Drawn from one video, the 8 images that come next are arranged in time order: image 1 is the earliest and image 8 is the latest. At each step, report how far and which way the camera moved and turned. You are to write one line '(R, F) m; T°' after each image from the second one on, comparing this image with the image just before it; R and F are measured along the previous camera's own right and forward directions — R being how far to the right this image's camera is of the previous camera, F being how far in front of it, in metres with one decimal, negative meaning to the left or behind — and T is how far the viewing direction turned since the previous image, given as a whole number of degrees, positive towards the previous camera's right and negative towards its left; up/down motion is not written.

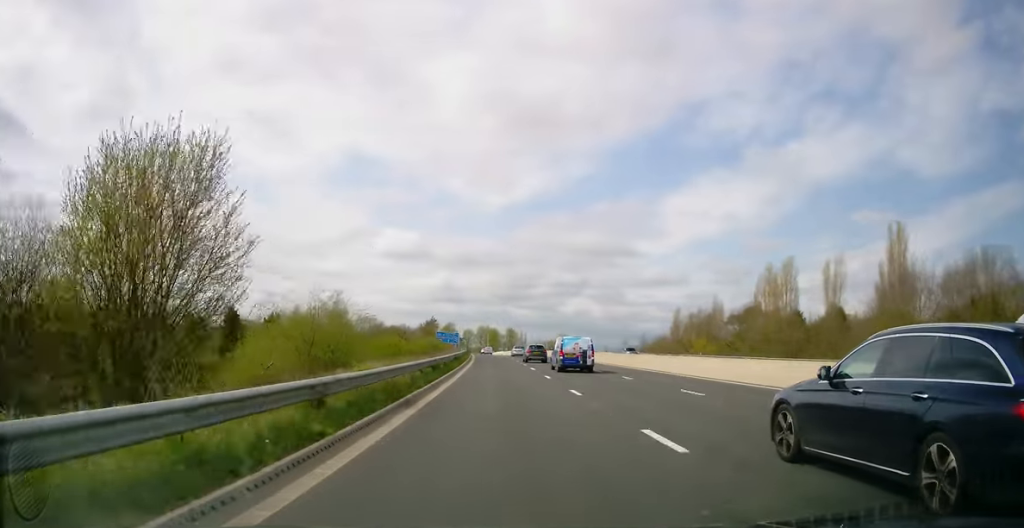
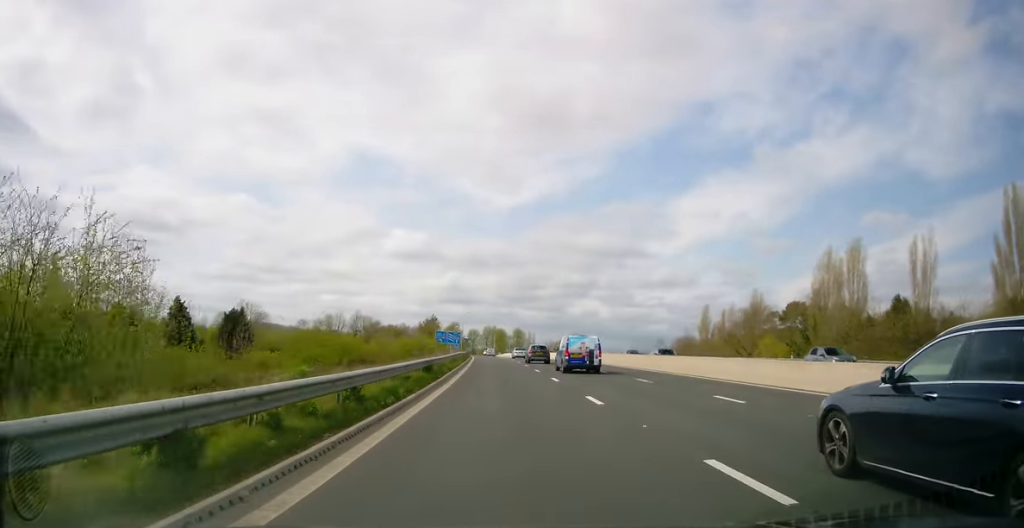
(0.0, +22.1) m; 0°
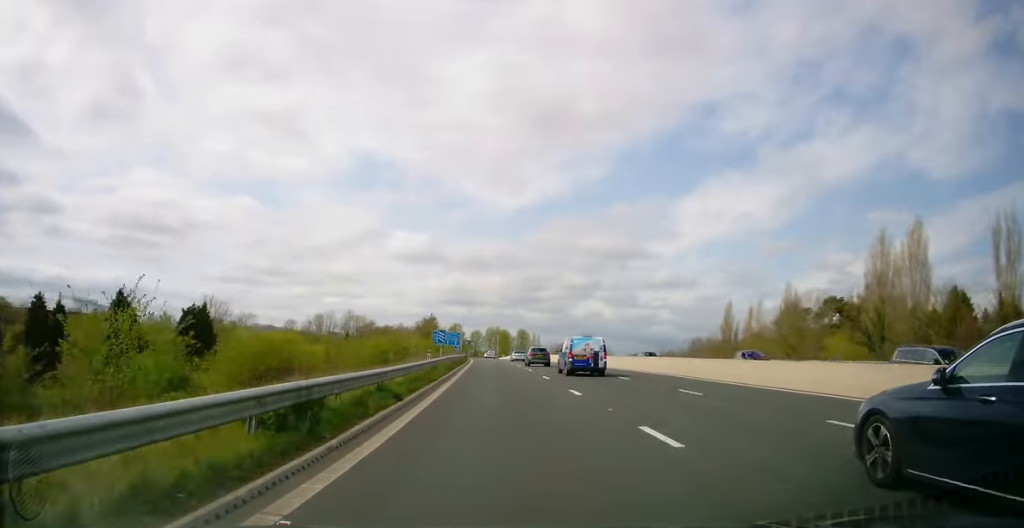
(0.0, +16.0) m; 0°
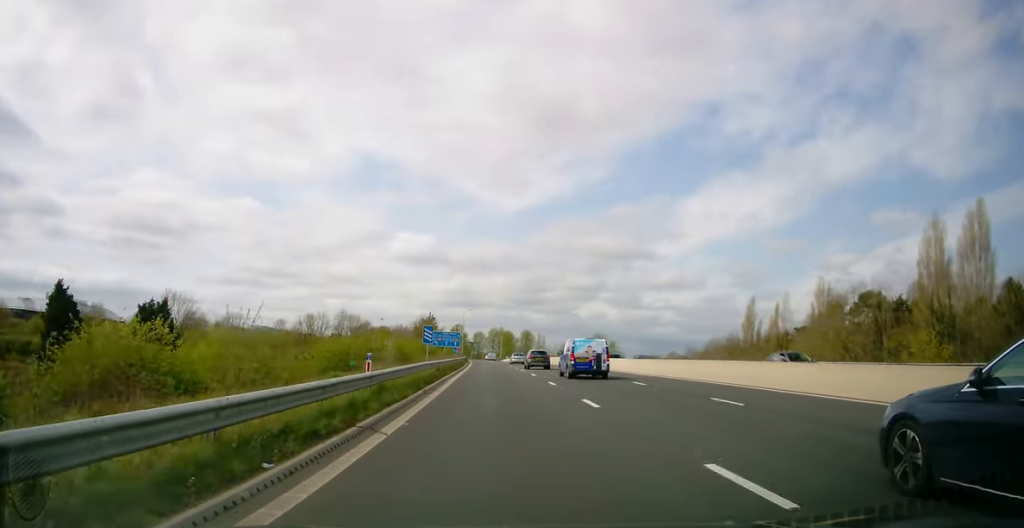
(0.0, +13.1) m; -1°
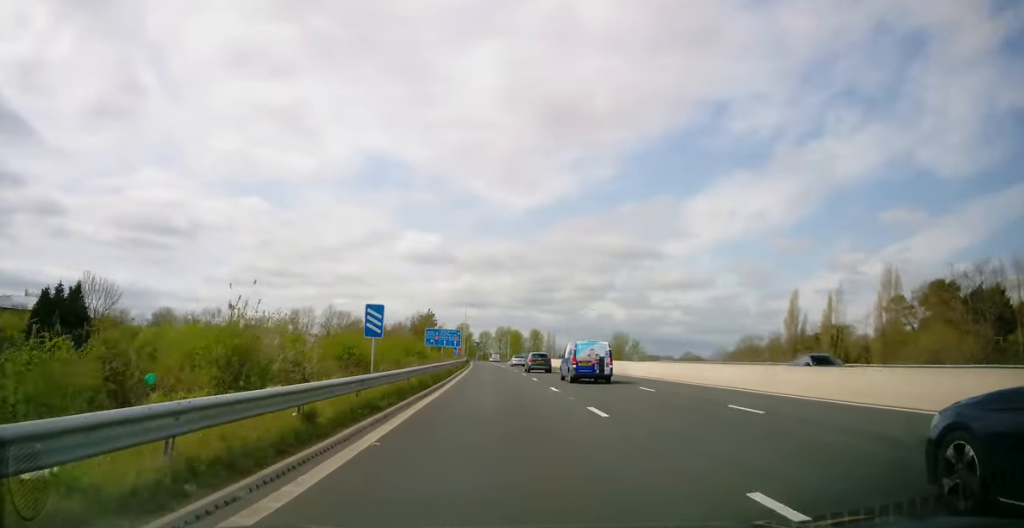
(-0.2, +20.9) m; -1°
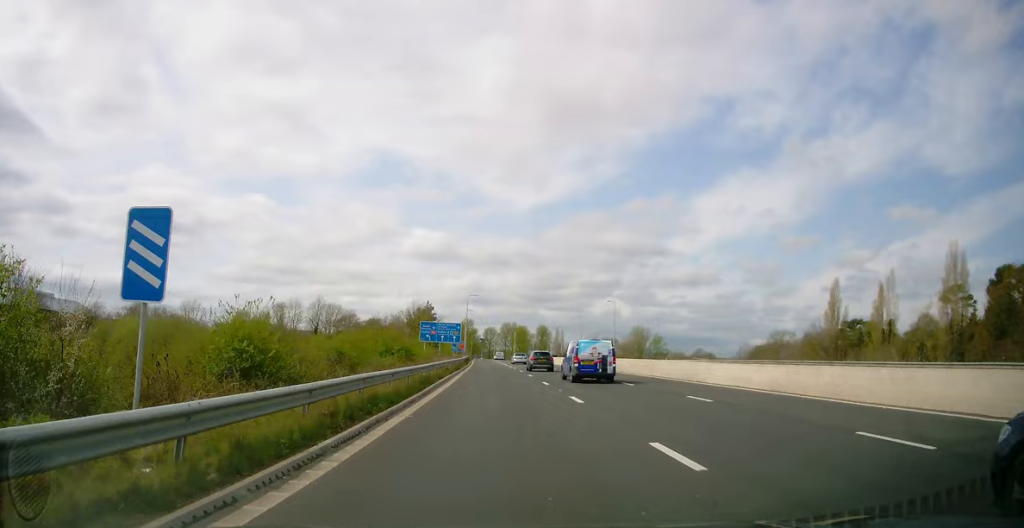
(-0.4, +15.8) m; 0°
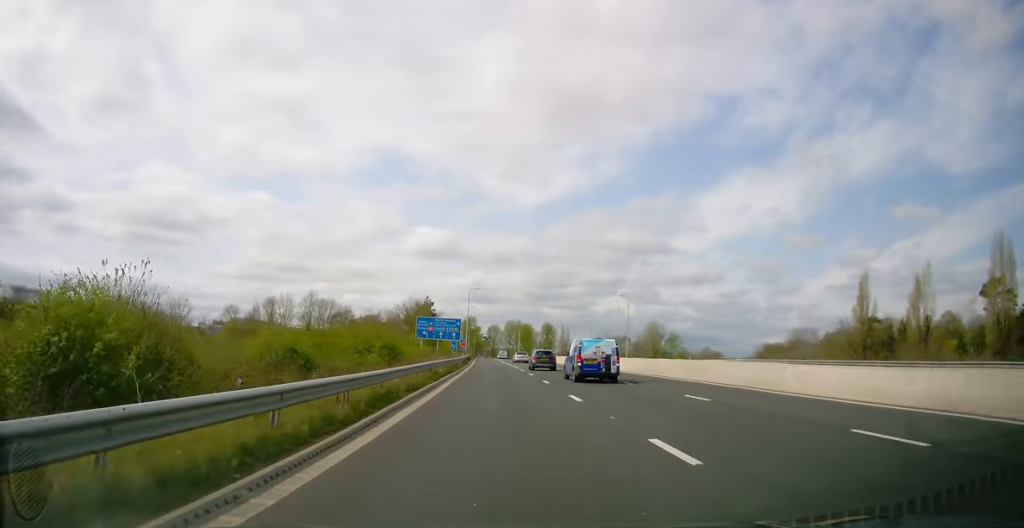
(+0.3, +9.3) m; -1°
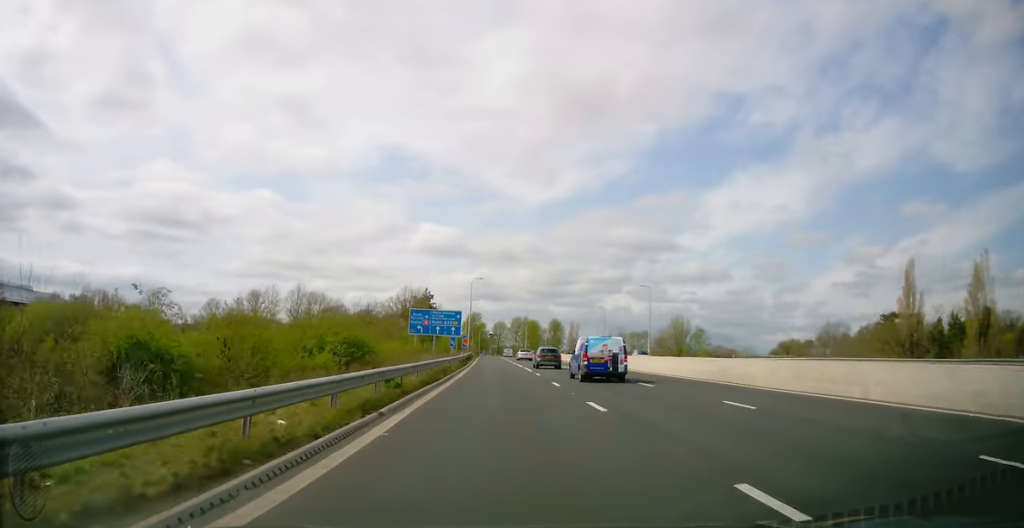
(+0.3, +12.8) m; -1°
